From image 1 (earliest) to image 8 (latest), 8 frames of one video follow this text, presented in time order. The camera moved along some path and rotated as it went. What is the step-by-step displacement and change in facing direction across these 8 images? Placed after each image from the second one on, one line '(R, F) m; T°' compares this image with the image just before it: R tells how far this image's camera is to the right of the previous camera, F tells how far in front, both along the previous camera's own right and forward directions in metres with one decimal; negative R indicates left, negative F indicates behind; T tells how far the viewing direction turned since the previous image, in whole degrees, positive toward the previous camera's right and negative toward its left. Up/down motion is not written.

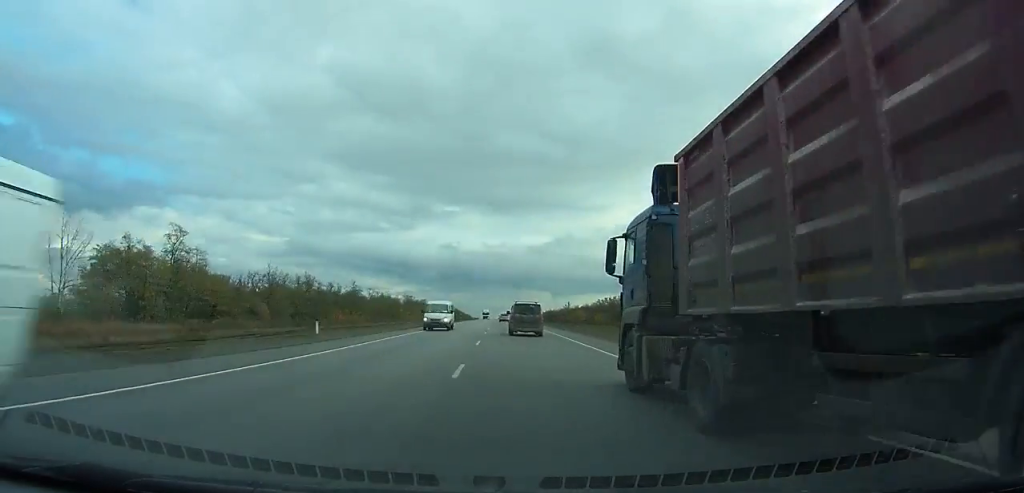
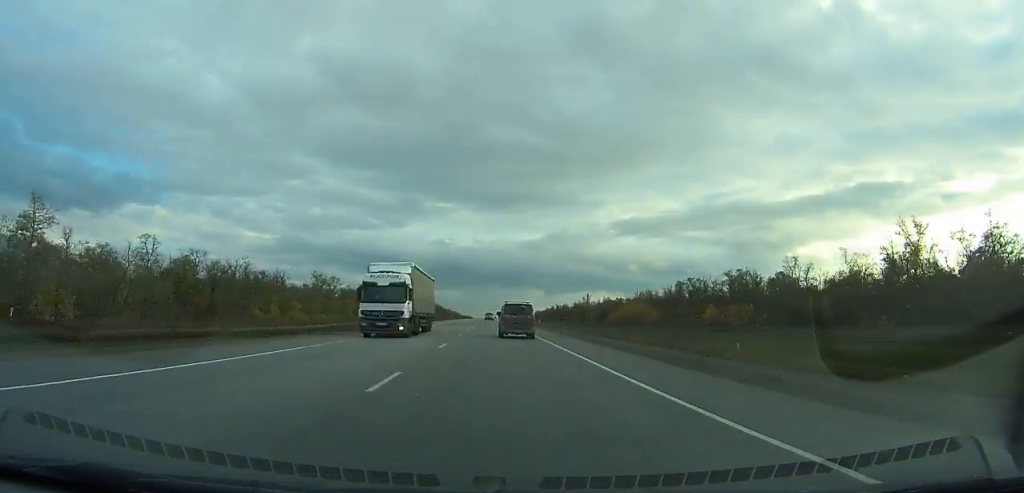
(+0.5, +133.9) m; 0°
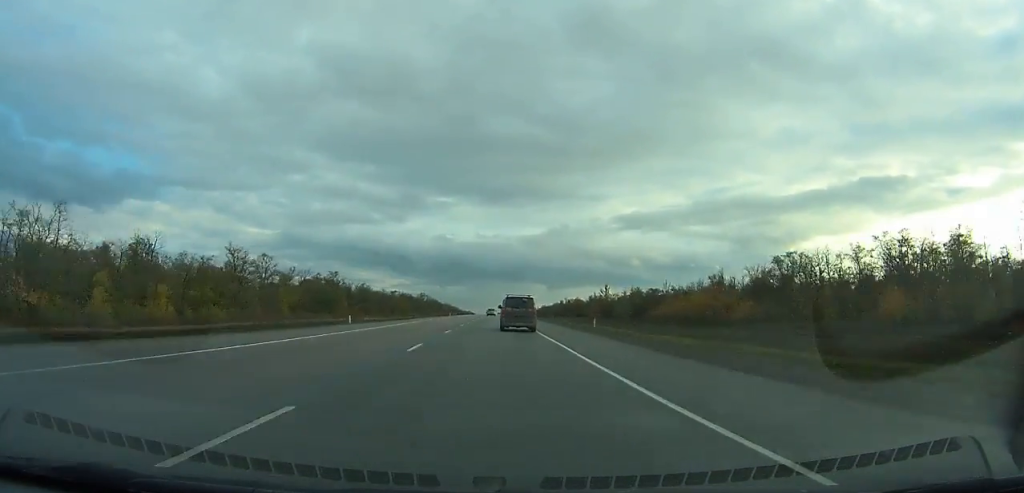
(+0.2, +52.6) m; 0°
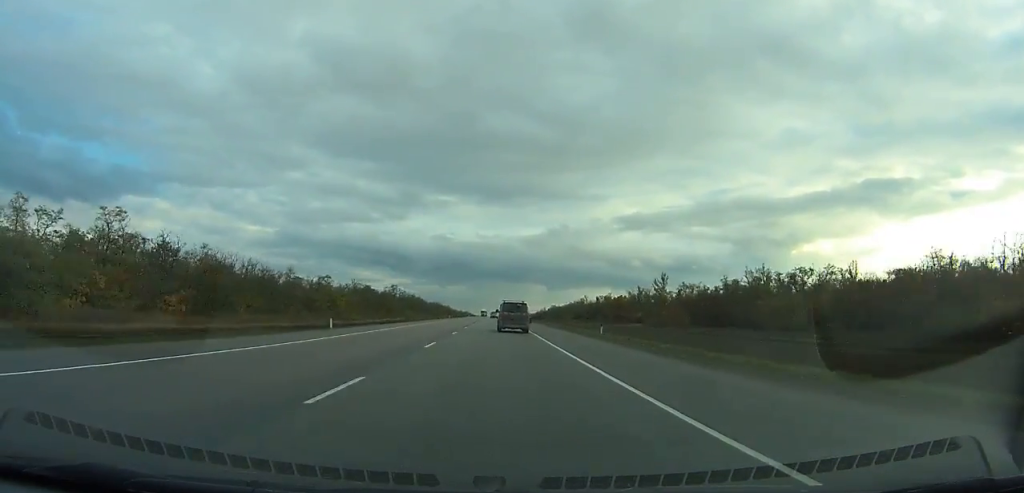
(-0.5, +102.6) m; 0°
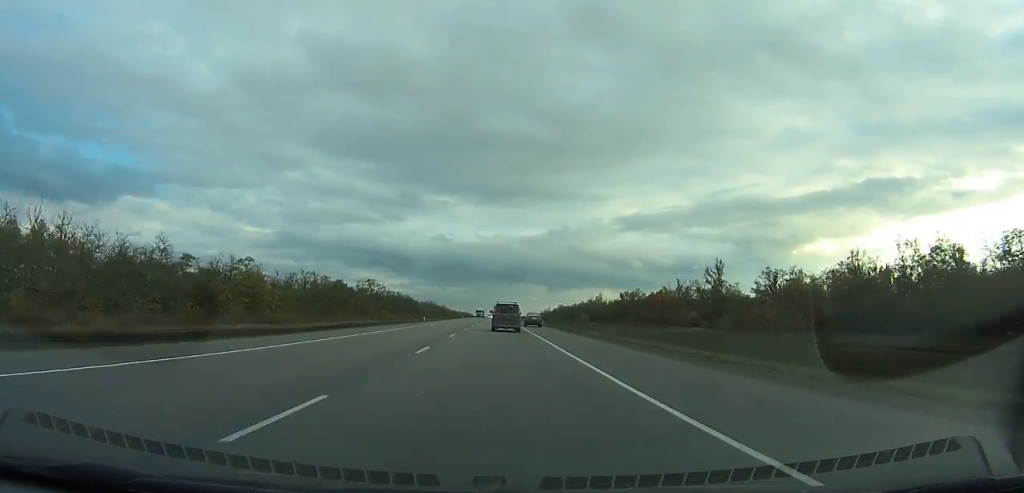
(0.0, +49.1) m; 0°
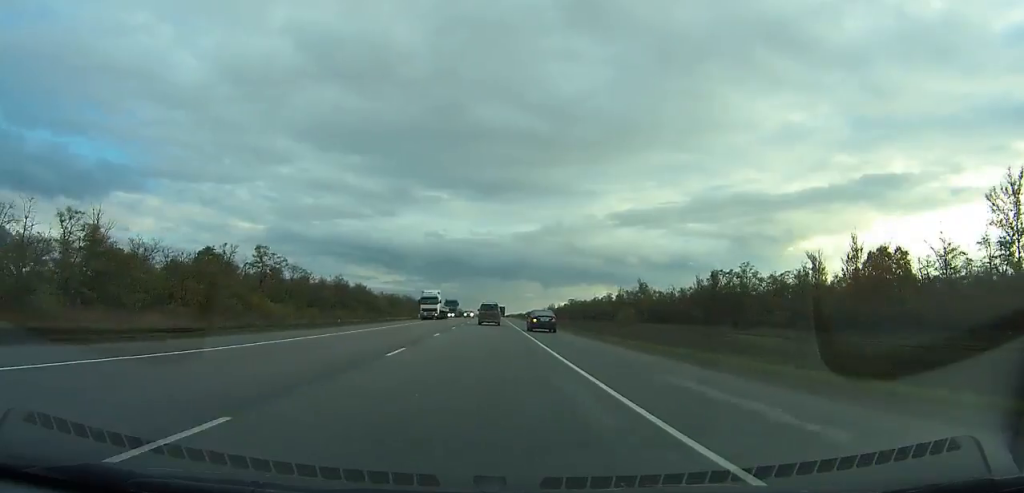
(+0.3, +95.3) m; 0°
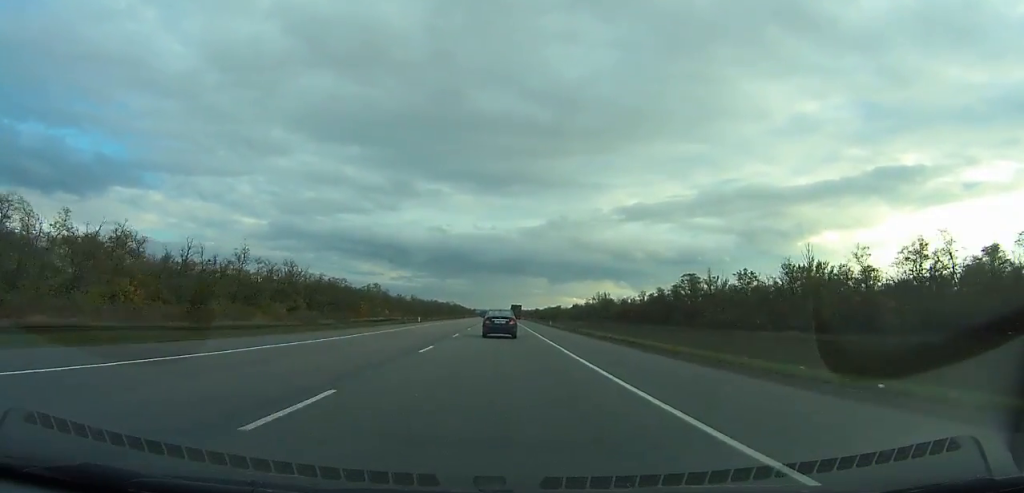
(-0.5, +211.6) m; 0°
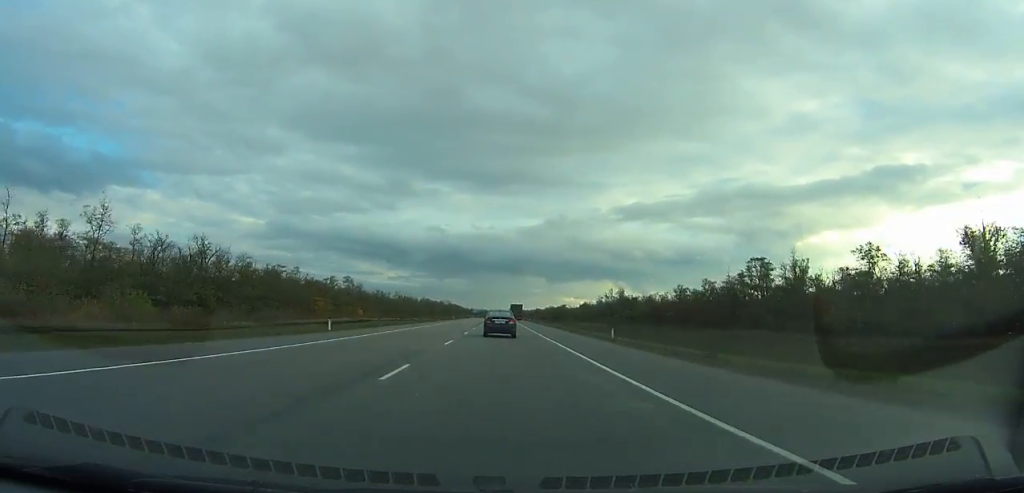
(-0.1, +44.1) m; 0°
